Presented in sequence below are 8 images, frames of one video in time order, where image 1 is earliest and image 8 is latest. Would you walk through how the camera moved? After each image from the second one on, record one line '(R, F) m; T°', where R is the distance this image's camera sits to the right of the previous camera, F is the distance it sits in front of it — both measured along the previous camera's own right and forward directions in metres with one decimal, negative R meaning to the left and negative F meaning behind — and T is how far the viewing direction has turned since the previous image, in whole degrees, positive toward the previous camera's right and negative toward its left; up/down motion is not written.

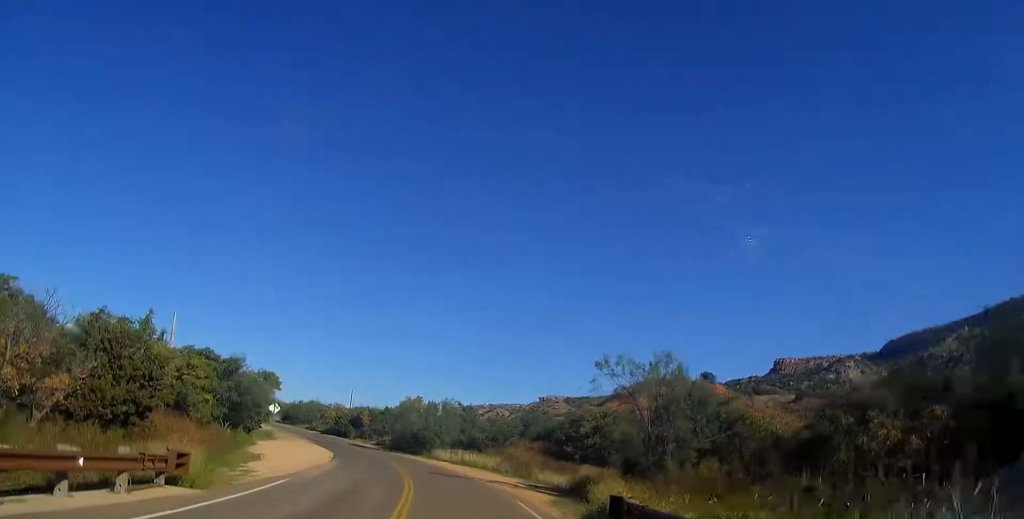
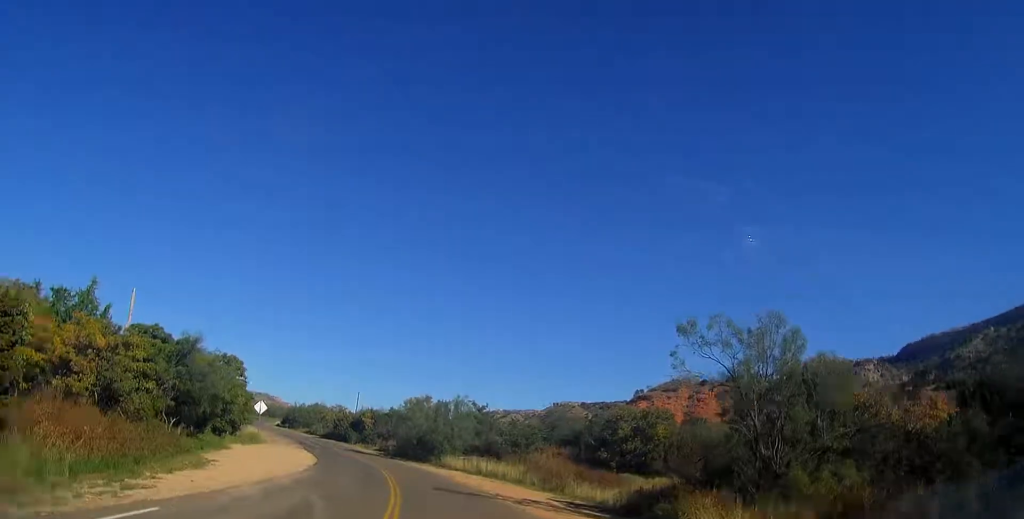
(+0.6, +9.5) m; -2°
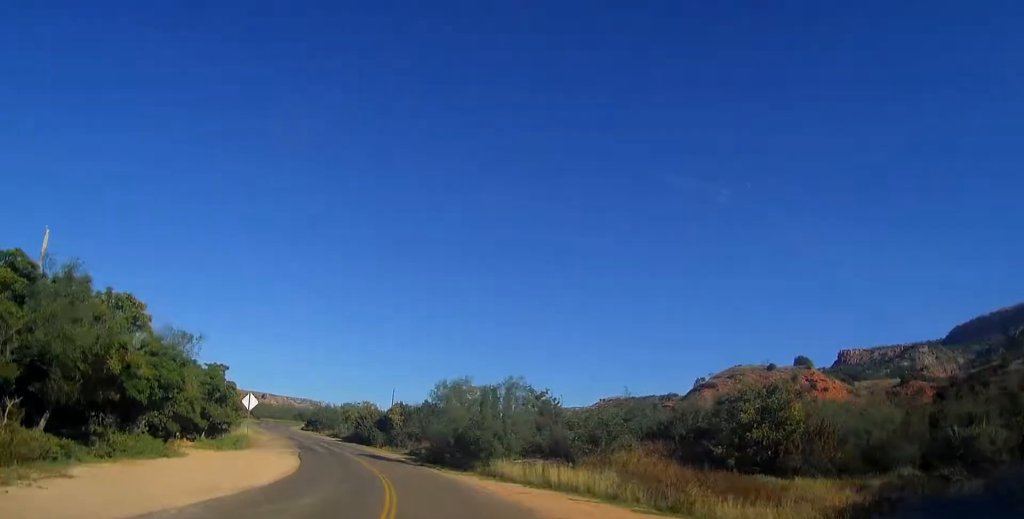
(-1.6, +15.1) m; -6°
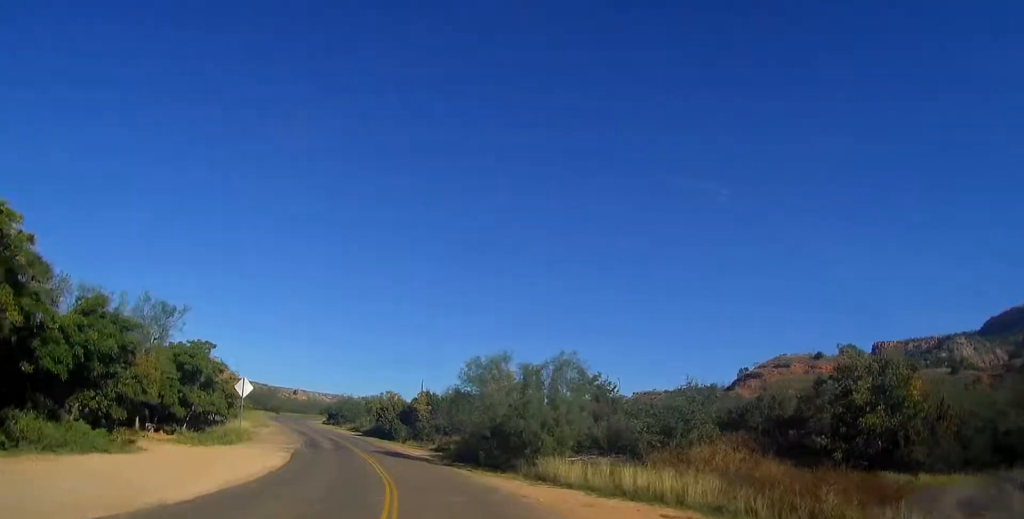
(0.0, +7.9) m; -1°
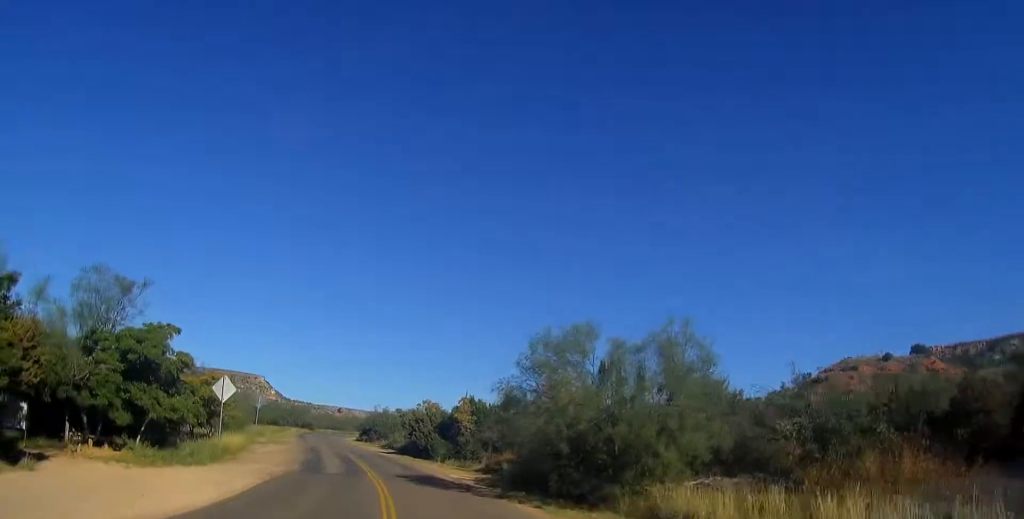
(-0.2, +10.0) m; -3°
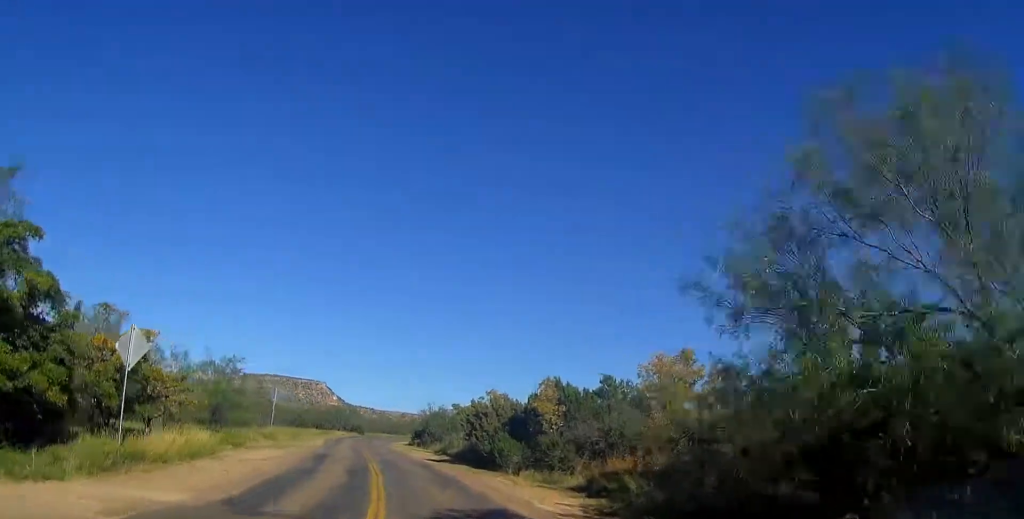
(-0.6, +13.5) m; -6°
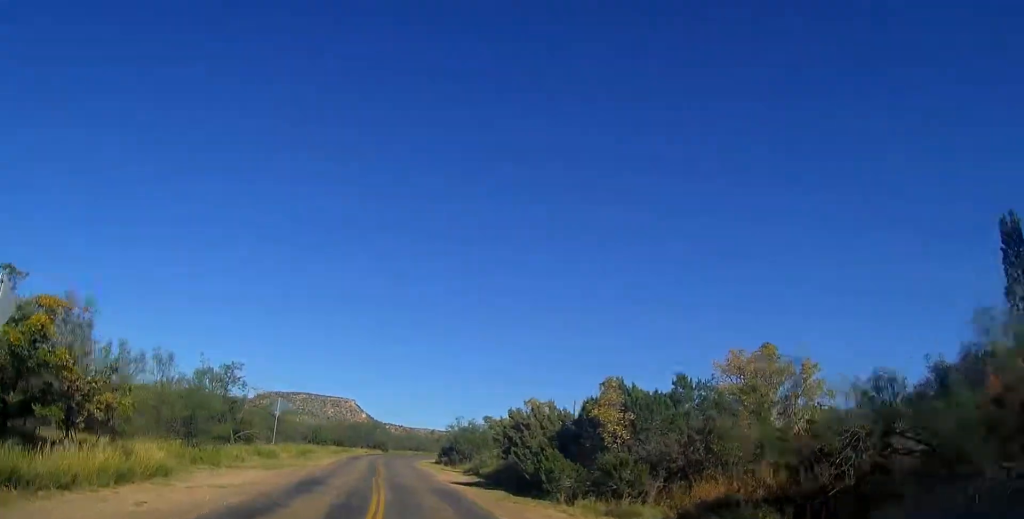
(-0.1, +6.8) m; -3°
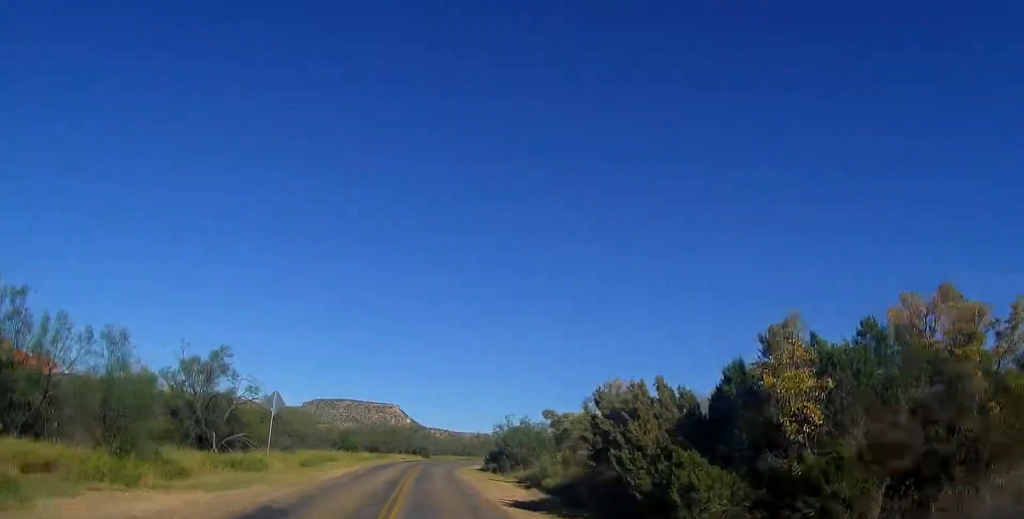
(-0.4, +9.7) m; -4°
